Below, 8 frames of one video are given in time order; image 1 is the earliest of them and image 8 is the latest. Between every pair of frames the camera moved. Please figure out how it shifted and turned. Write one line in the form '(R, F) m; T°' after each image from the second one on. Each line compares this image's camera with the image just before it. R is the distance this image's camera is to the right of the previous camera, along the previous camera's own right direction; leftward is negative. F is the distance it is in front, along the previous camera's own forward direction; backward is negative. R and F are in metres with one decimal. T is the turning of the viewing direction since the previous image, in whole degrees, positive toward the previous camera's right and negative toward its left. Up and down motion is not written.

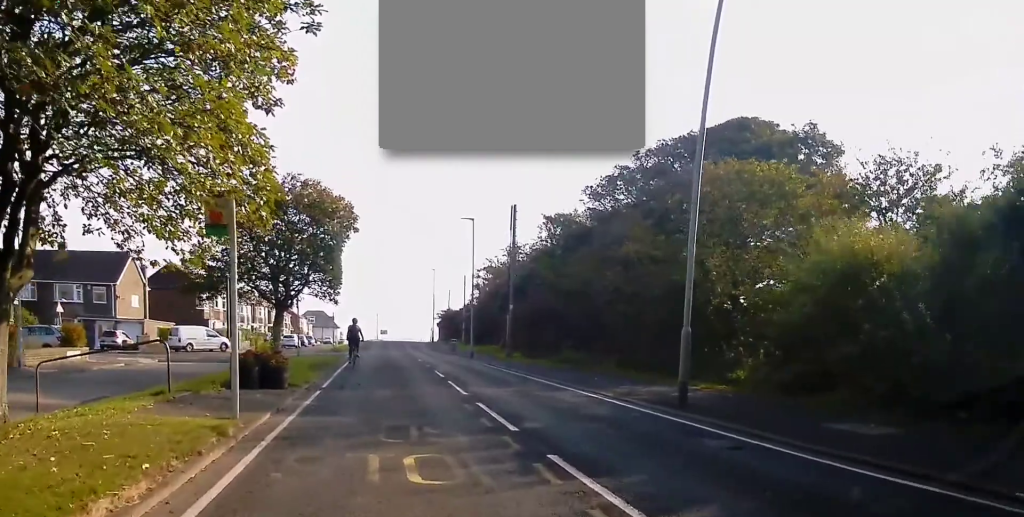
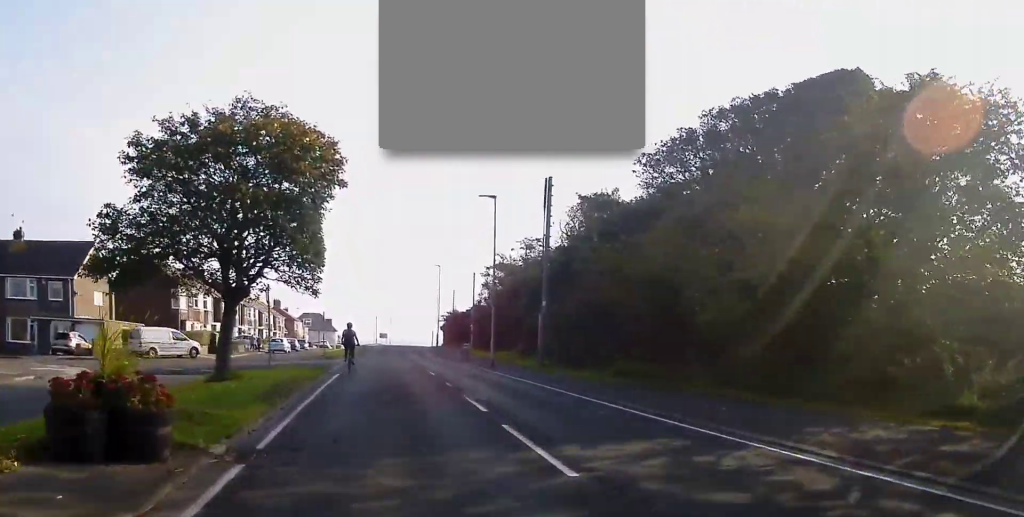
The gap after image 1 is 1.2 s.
(-0.1, +8.9) m; +1°
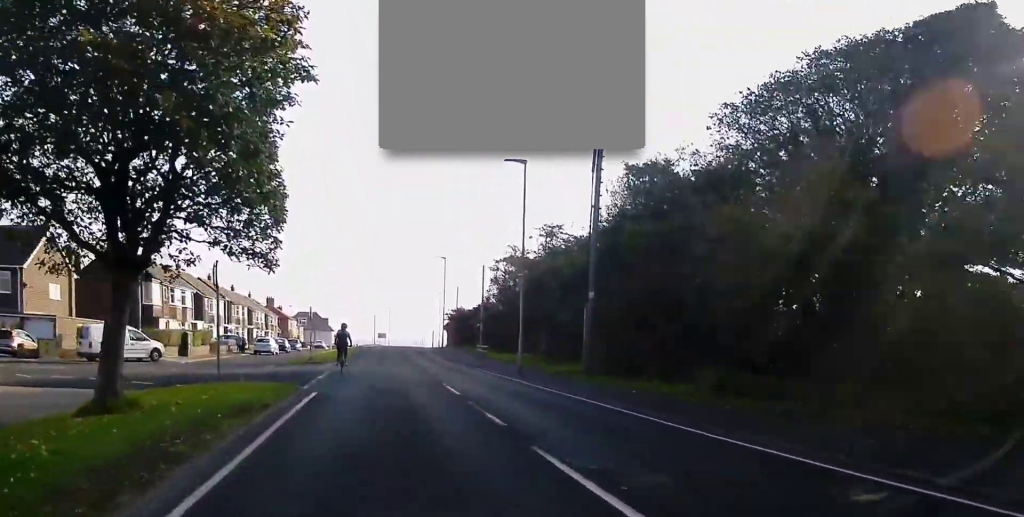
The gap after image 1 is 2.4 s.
(0.0, +8.1) m; +1°
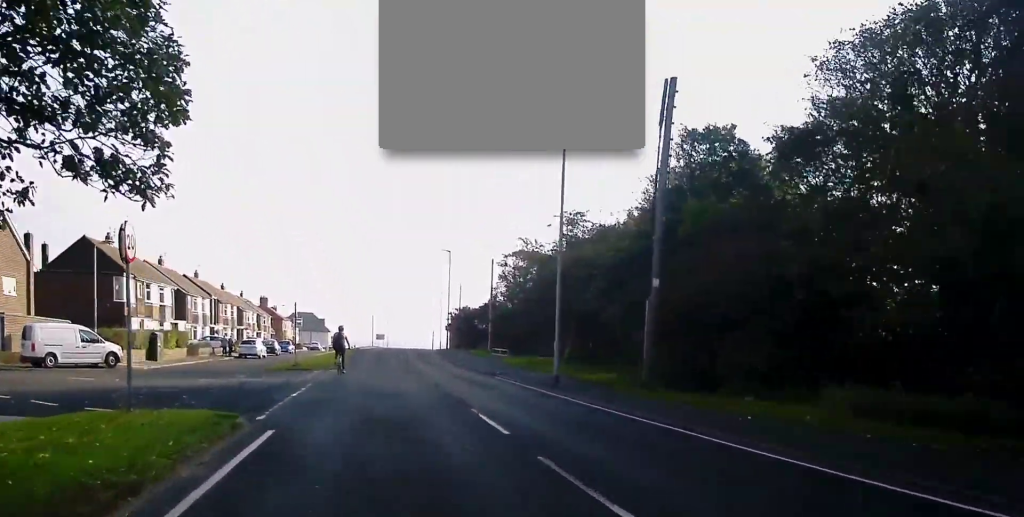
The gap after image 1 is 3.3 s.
(+0.1, +6.5) m; 0°
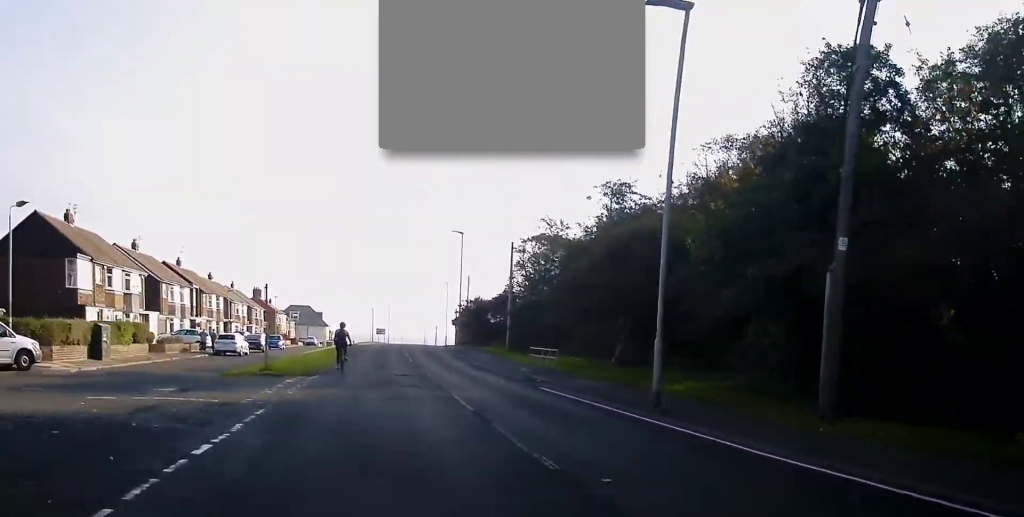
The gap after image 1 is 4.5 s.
(-0.1, +8.8) m; 0°
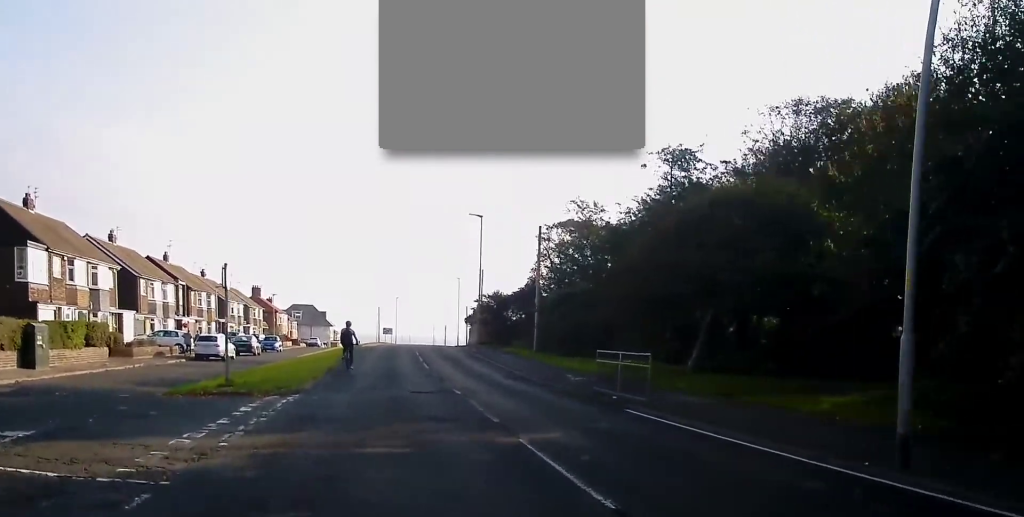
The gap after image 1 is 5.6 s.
(+0.2, +7.6) m; +1°
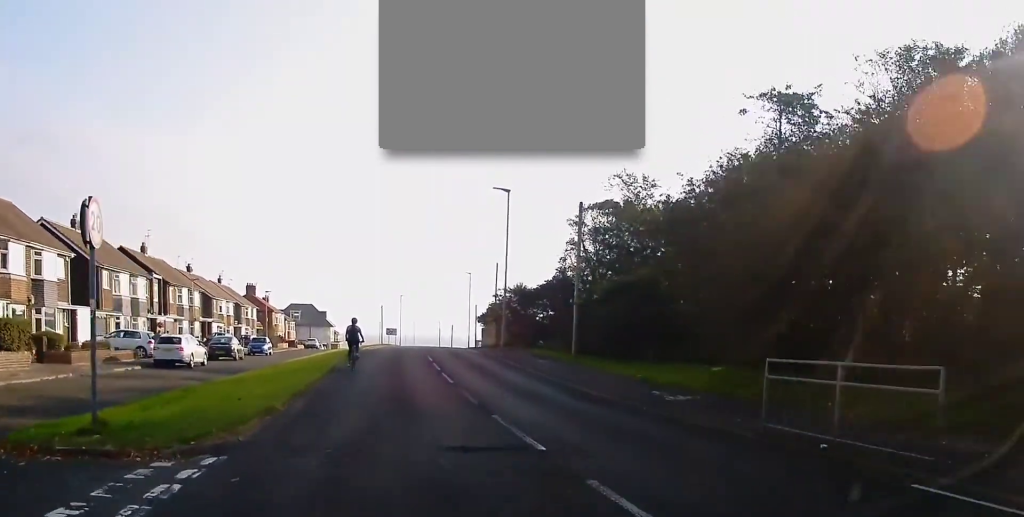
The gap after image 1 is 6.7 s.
(-0.2, +8.8) m; 0°
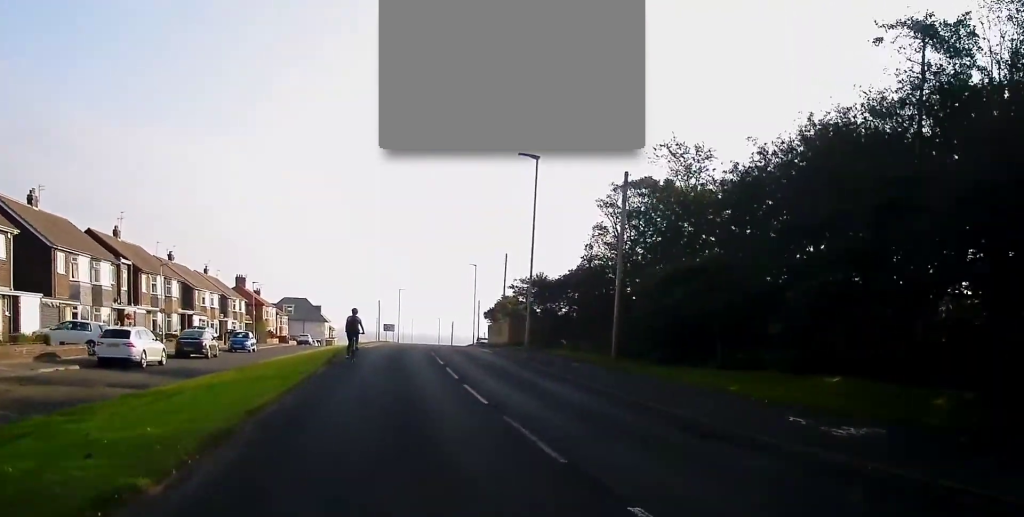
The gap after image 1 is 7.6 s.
(+0.2, +6.8) m; 0°
